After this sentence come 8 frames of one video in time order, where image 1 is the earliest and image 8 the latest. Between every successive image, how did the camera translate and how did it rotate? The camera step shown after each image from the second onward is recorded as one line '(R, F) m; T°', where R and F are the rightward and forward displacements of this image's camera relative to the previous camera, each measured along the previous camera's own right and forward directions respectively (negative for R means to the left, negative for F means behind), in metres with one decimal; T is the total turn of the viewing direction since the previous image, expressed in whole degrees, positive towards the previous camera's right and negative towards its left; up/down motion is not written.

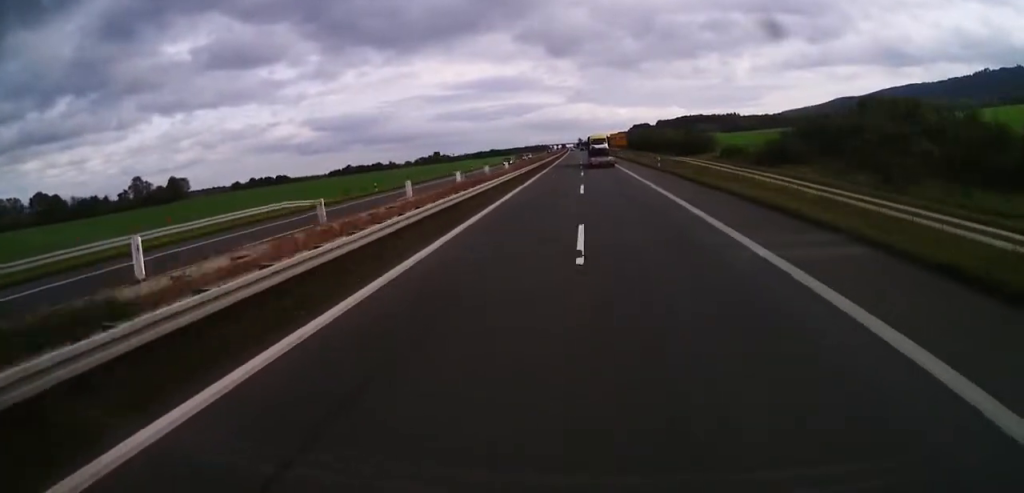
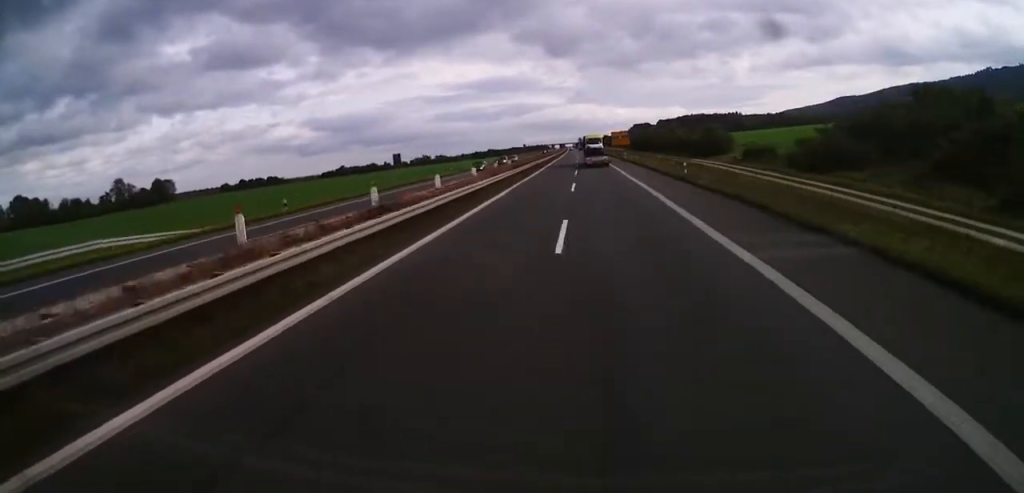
(-0.1, +16.5) m; -1°
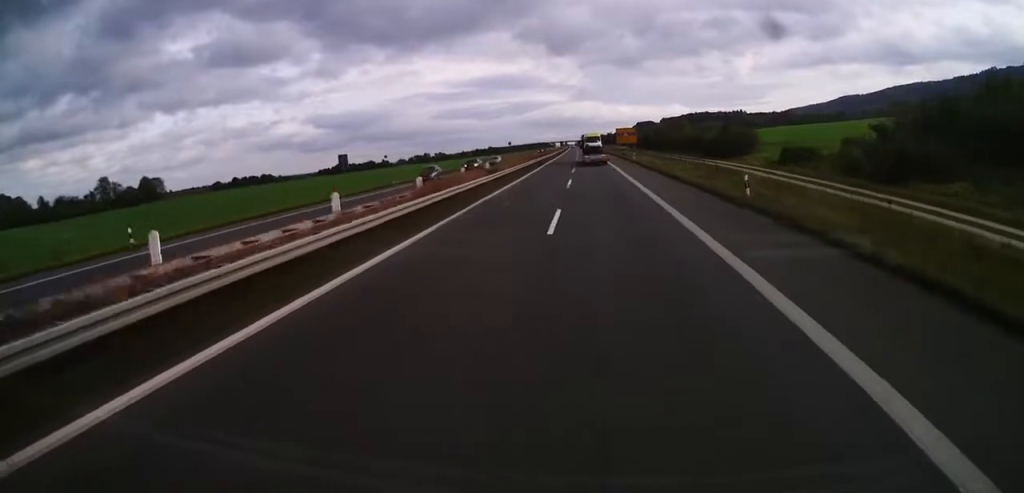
(-0.1, +15.1) m; 0°
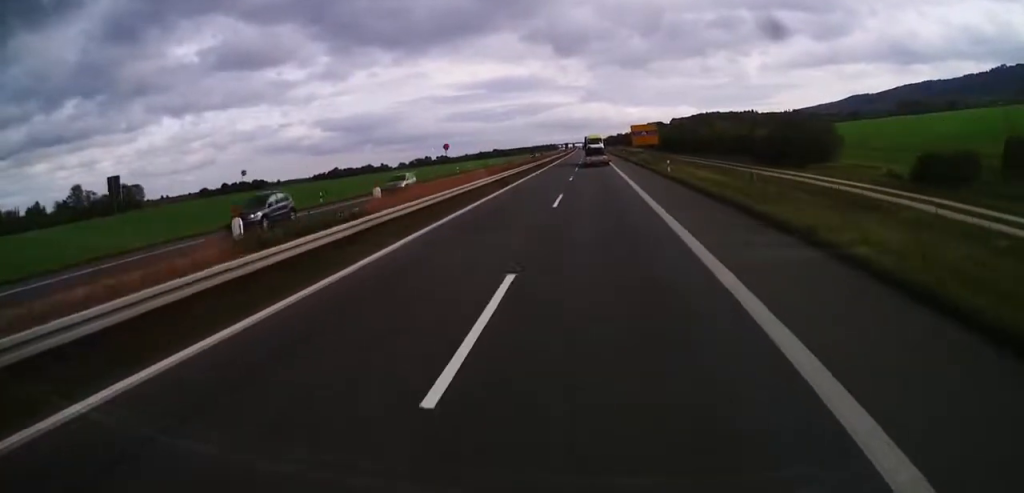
(+0.2, +28.2) m; +1°
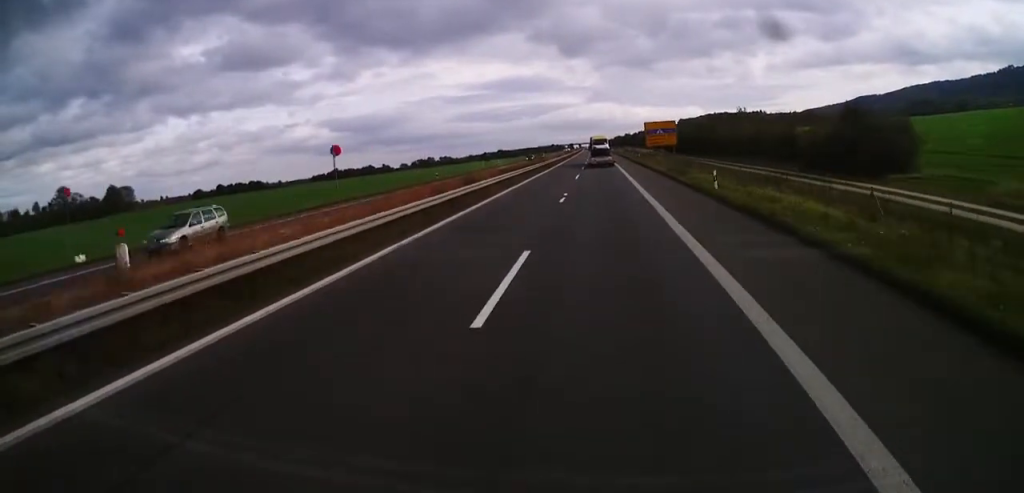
(+0.4, +15.4) m; 0°
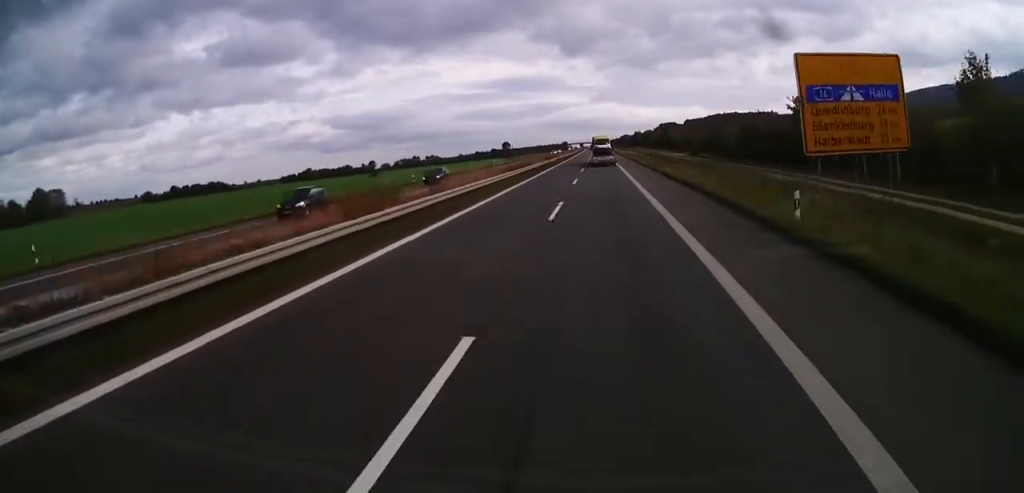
(-1.5, +59.5) m; -2°
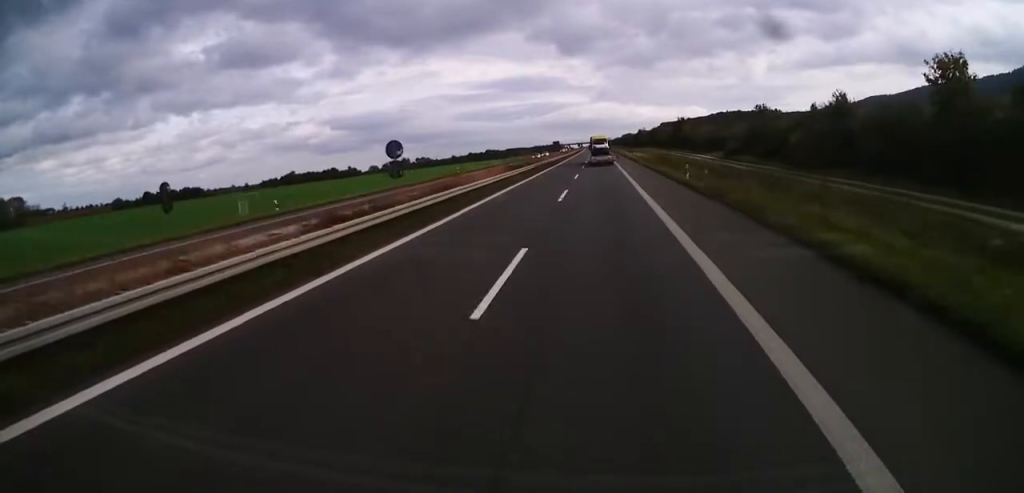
(-0.1, +29.0) m; 0°
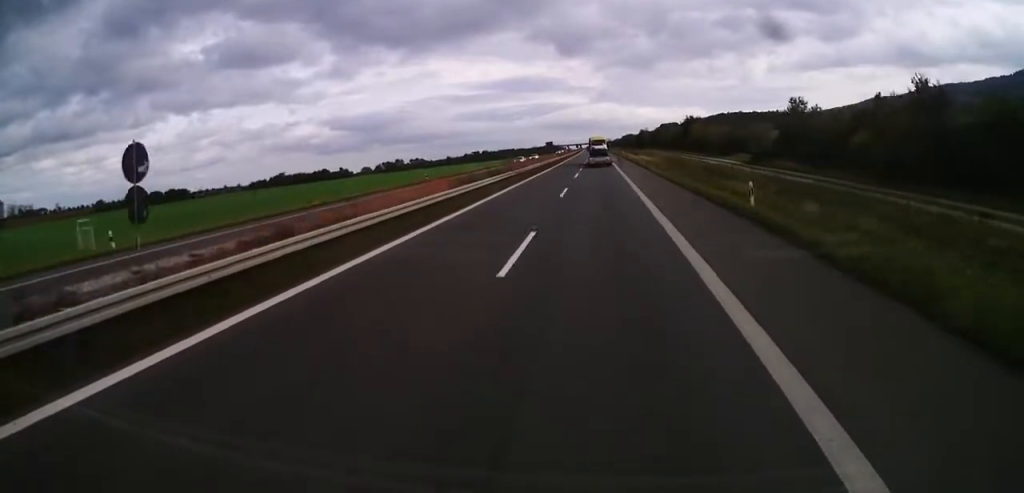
(0.0, +15.0) m; 0°
